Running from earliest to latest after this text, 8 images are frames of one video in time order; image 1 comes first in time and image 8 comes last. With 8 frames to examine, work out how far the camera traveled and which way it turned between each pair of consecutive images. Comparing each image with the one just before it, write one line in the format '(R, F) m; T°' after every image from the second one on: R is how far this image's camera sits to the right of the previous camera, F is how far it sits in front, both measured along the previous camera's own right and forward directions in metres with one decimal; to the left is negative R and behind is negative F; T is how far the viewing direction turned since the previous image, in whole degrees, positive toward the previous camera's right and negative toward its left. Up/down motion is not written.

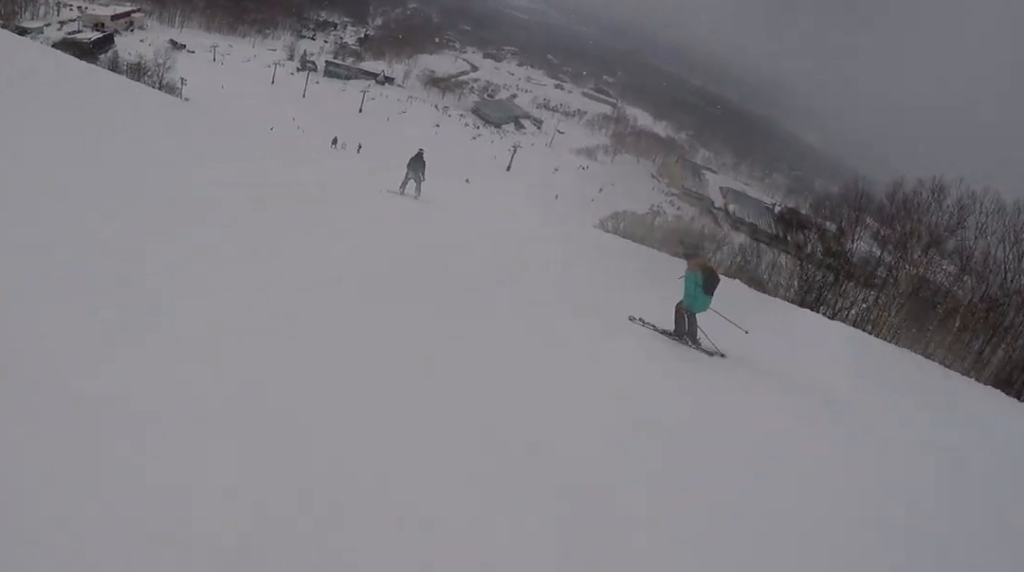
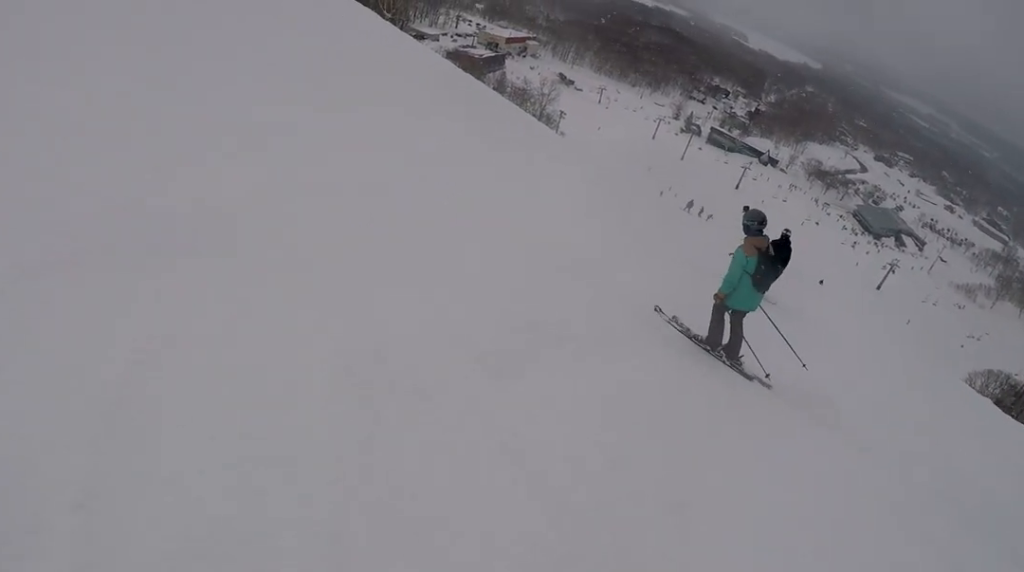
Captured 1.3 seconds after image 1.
(-2.5, +5.4) m; -39°
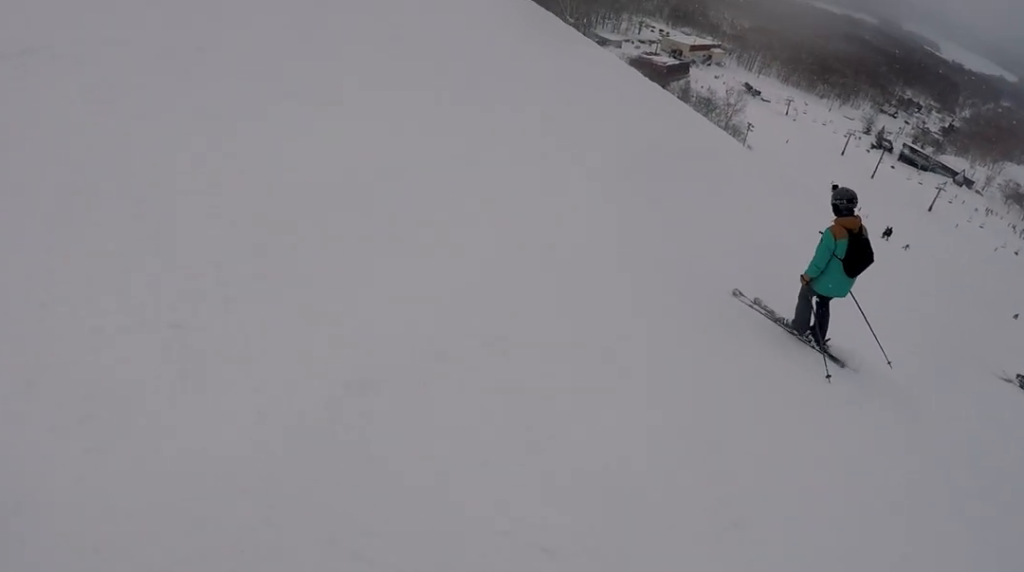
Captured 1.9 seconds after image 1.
(-0.2, +2.9) m; -9°
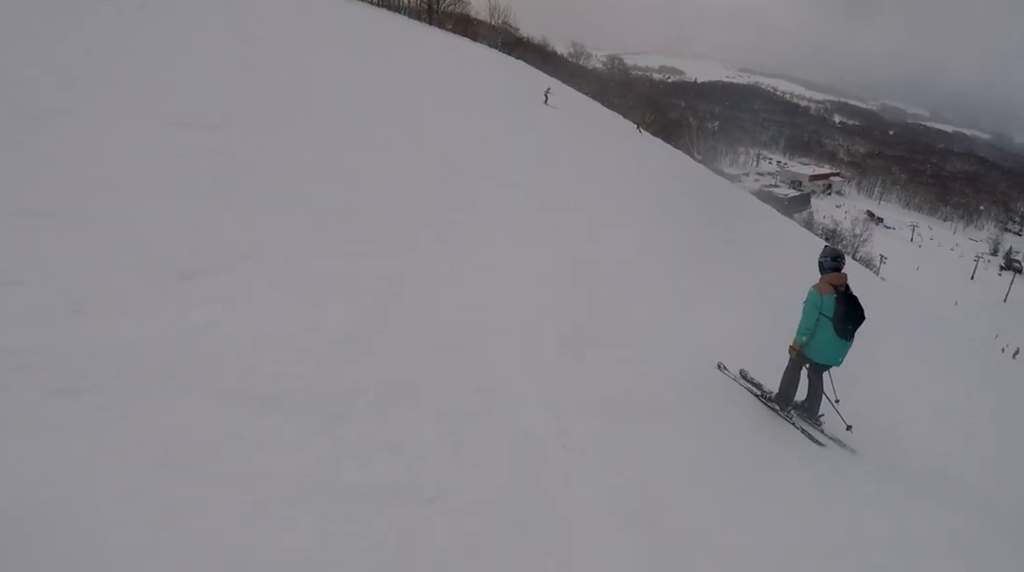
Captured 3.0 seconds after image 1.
(-0.8, +5.8) m; -11°
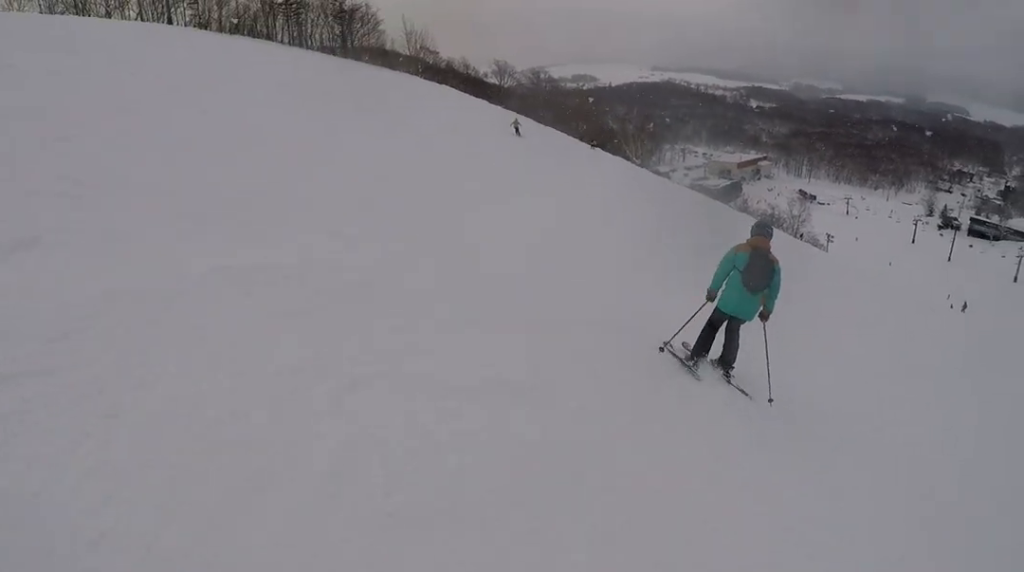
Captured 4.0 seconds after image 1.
(-0.1, +5.8) m; +13°
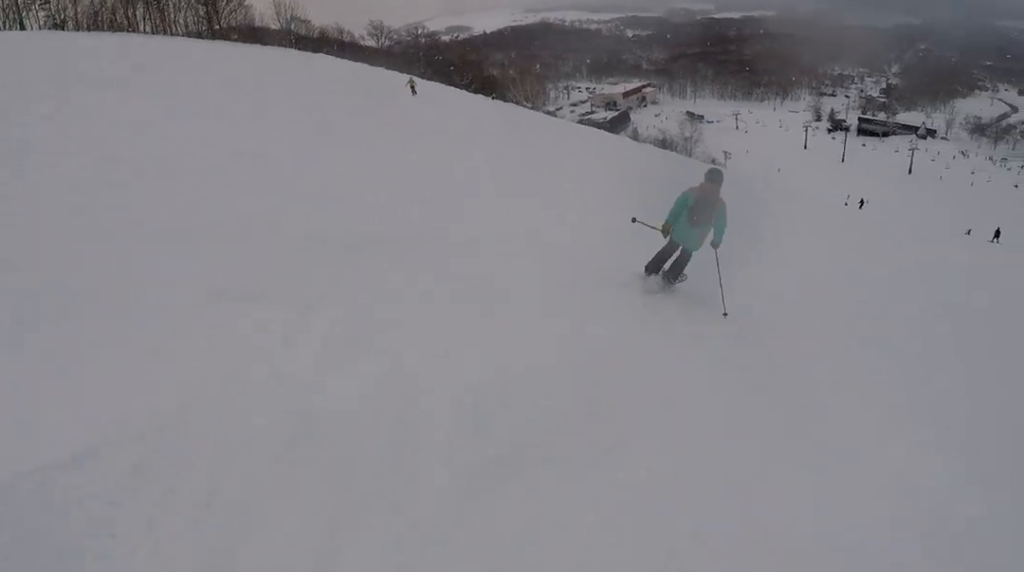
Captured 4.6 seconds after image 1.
(+0.6, +3.4) m; +22°
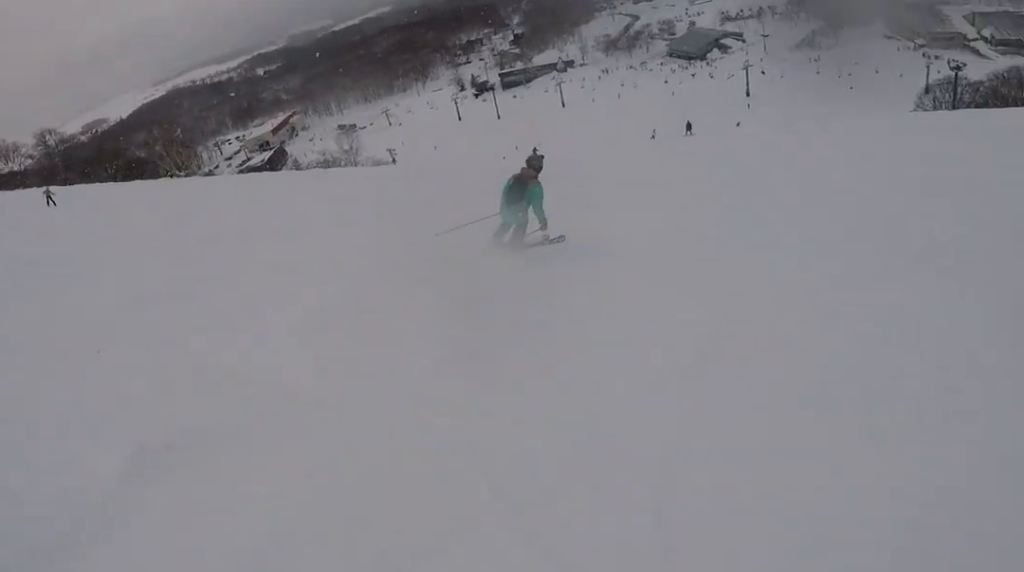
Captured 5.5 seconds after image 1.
(+1.6, +4.7) m; +35°
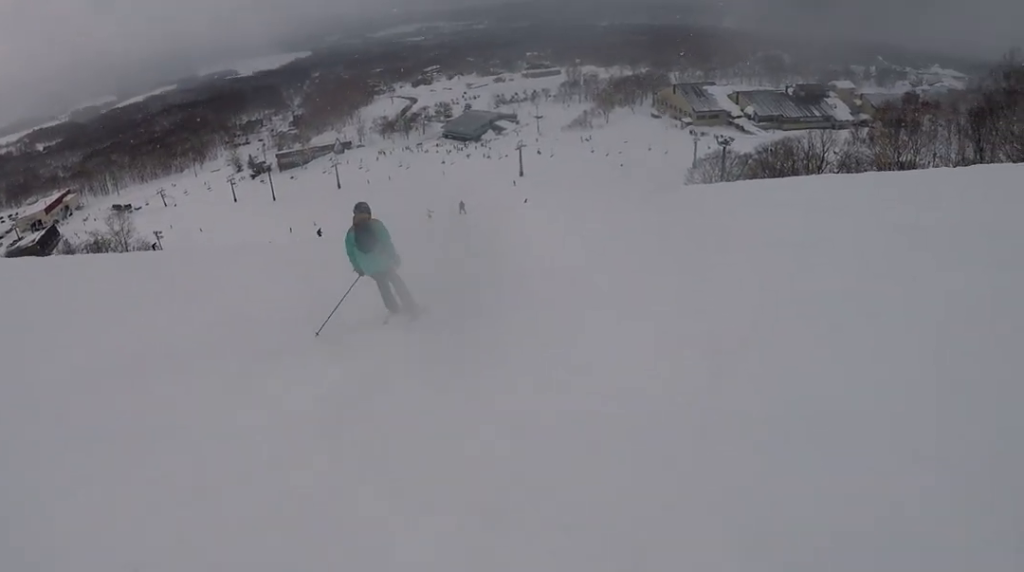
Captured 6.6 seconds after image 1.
(+1.8, +5.8) m; +11°
